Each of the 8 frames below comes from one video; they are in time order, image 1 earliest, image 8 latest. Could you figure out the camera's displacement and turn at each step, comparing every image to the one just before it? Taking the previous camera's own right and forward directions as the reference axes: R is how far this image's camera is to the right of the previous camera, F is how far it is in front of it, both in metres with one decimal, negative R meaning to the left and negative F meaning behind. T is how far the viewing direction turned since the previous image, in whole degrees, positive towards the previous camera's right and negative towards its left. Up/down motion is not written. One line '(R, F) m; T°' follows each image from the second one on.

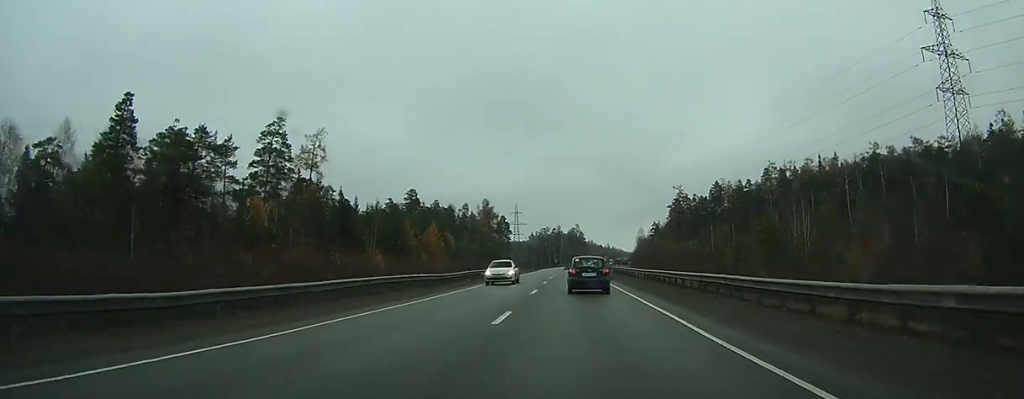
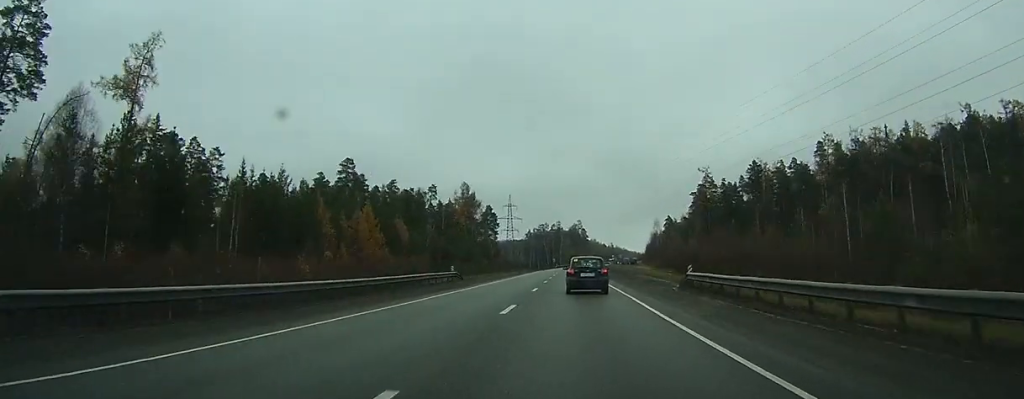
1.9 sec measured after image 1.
(-0.1, +45.8) m; 0°
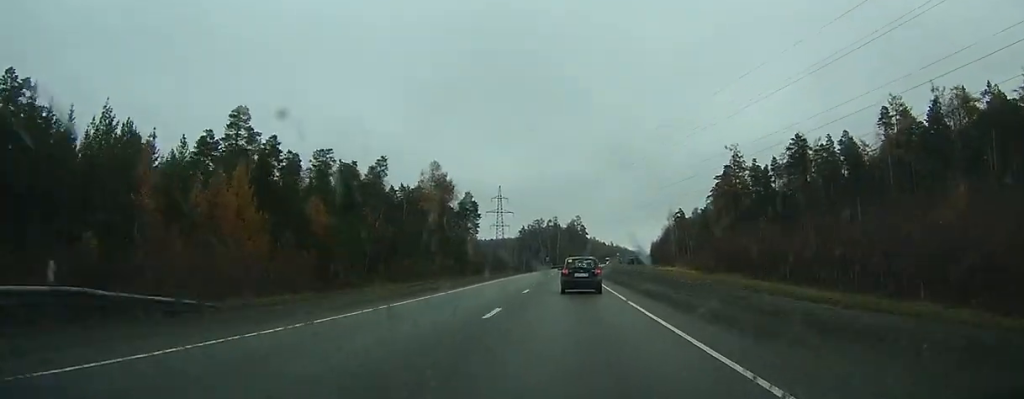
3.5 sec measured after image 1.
(0.0, +37.2) m; 0°
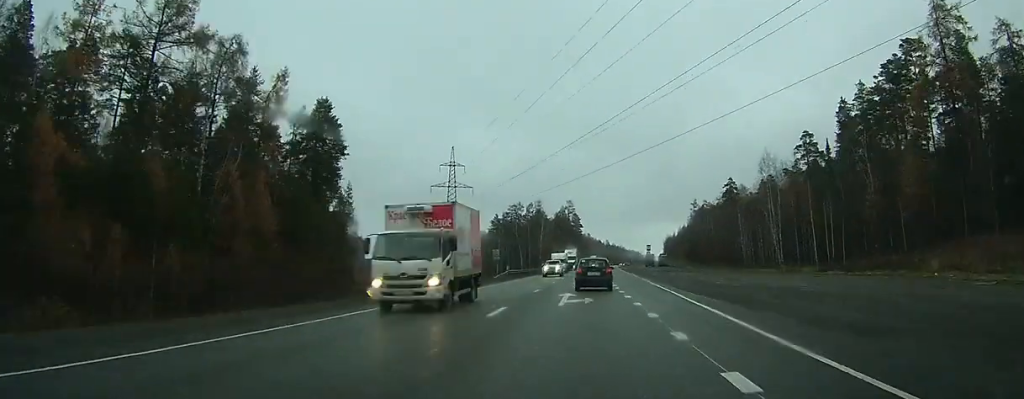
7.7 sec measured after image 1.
(+0.2, +97.1) m; +1°
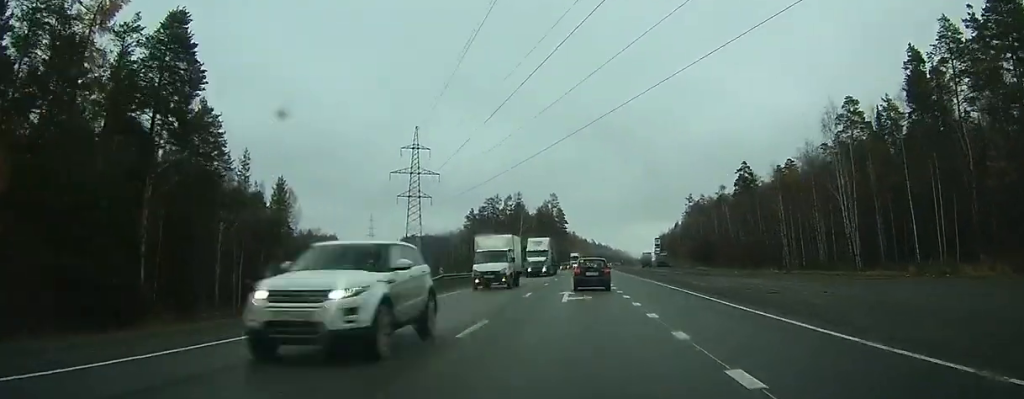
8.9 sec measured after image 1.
(+0.2, +27.9) m; +1°
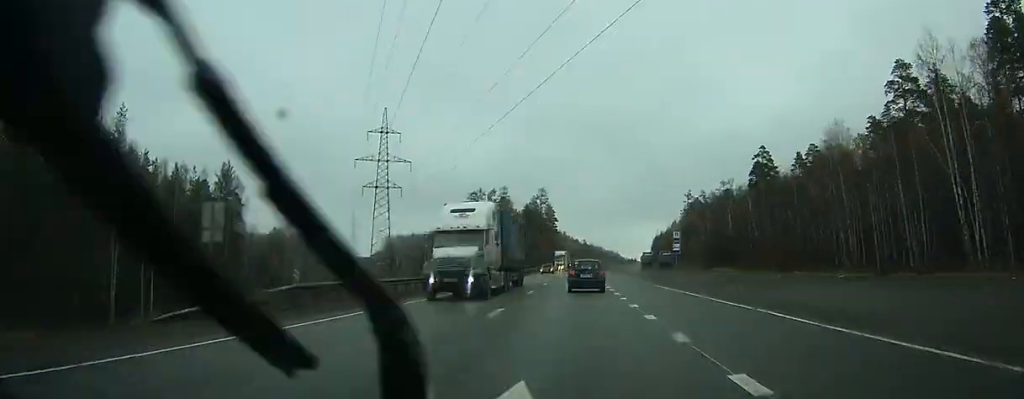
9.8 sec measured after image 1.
(0.0, +20.2) m; +1°
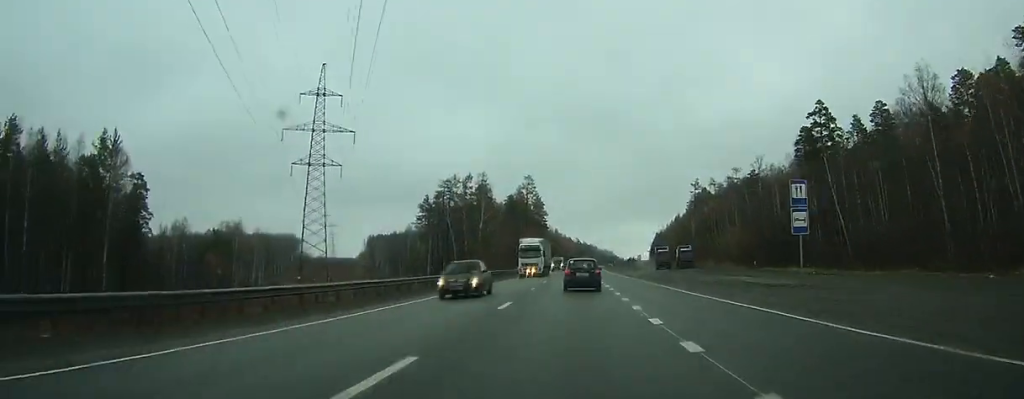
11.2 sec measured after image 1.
(+0.4, +33.0) m; +1°
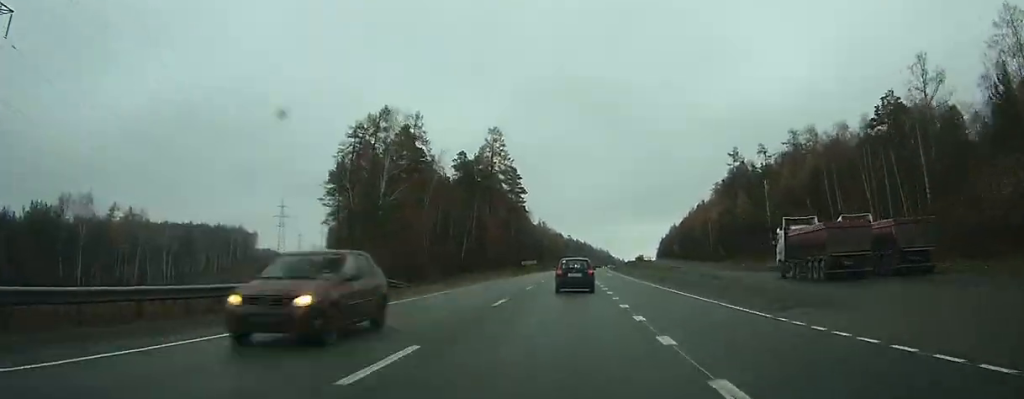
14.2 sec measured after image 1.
(+0.9, +71.2) m; +1°
